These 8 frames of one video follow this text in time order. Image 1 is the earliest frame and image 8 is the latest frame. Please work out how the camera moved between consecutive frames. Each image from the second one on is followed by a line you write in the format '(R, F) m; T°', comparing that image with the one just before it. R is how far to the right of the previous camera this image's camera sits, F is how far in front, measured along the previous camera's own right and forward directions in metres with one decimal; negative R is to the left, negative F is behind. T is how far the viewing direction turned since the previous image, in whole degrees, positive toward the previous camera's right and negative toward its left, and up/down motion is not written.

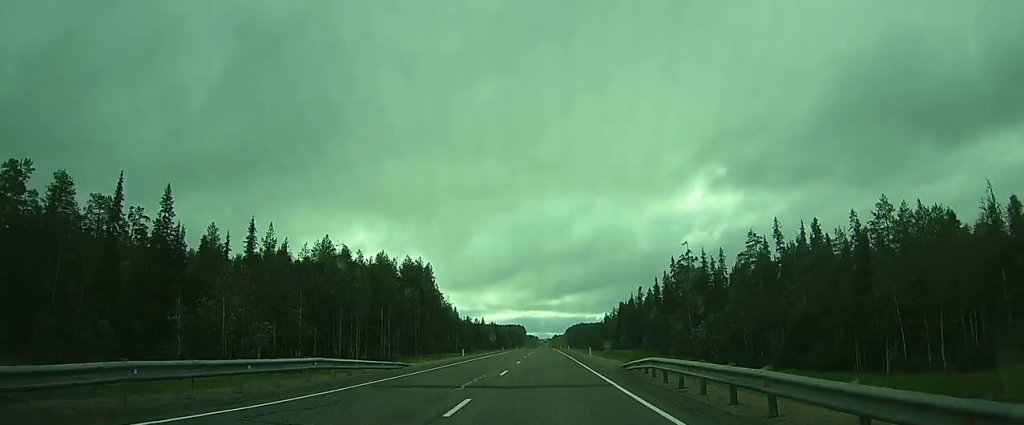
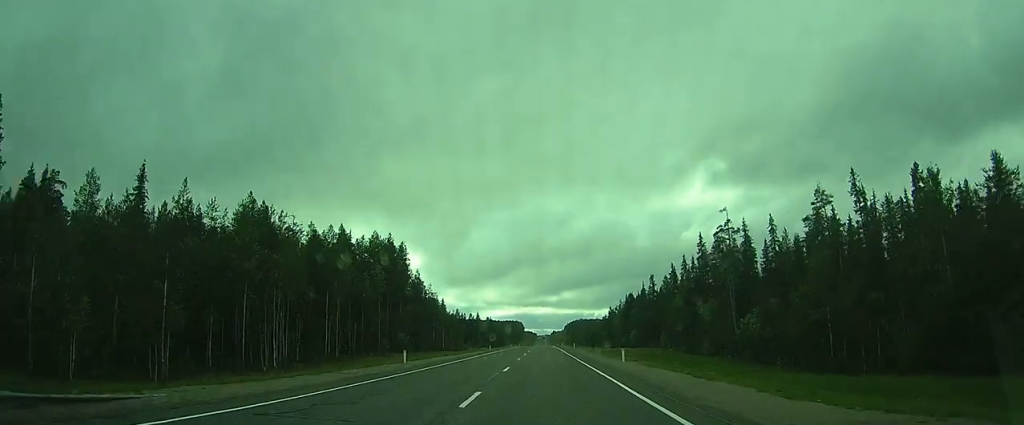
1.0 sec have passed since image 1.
(-0.2, +24.3) m; -1°
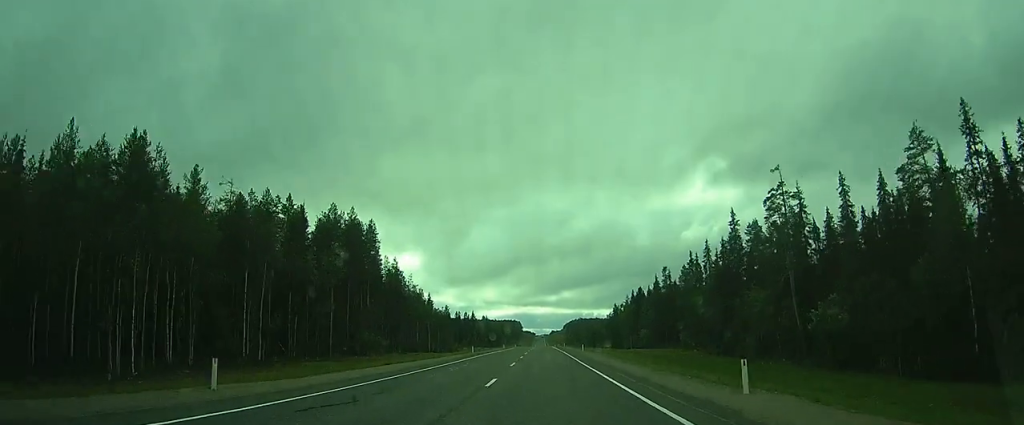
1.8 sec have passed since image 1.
(0.0, +20.2) m; 0°
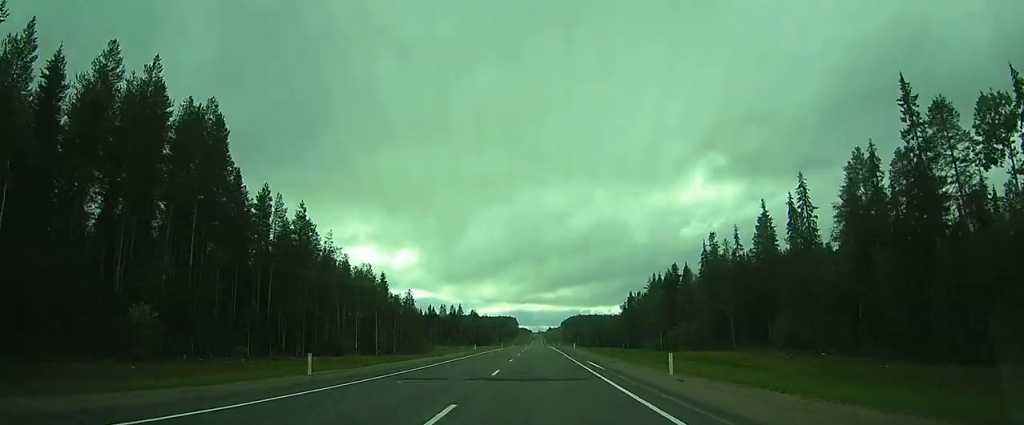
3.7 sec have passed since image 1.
(0.0, +46.1) m; 0°
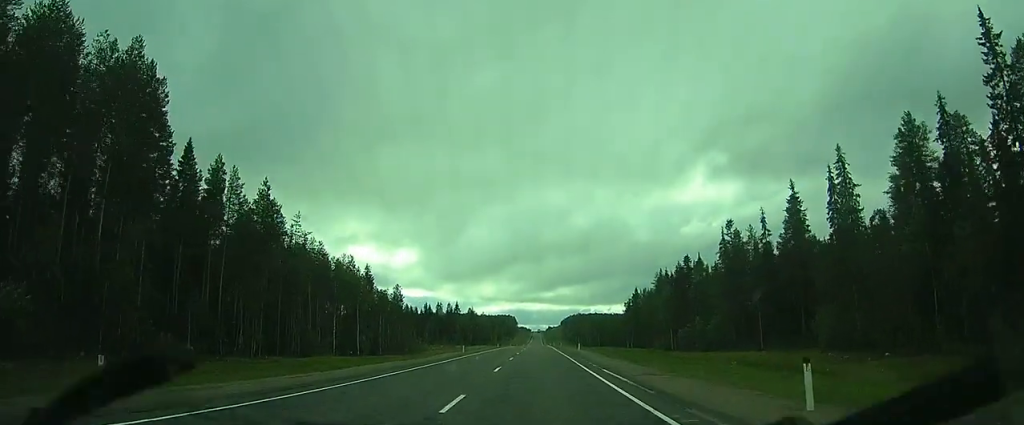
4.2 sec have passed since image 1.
(+0.1, +10.5) m; 0°
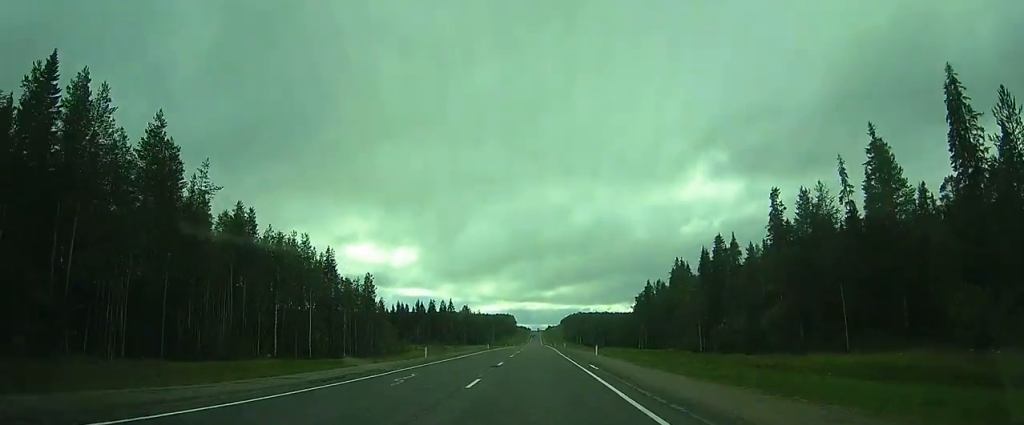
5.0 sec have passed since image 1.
(0.0, +20.2) m; 0°
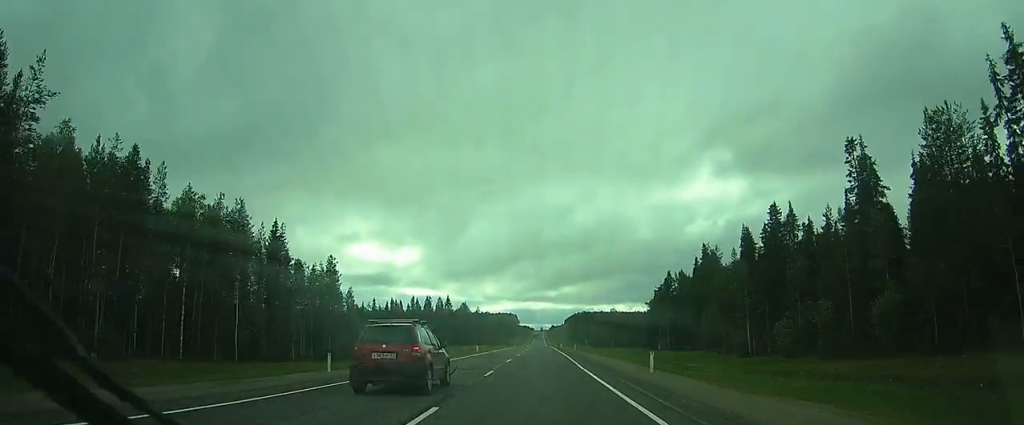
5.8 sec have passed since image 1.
(-0.1, +20.2) m; 0°
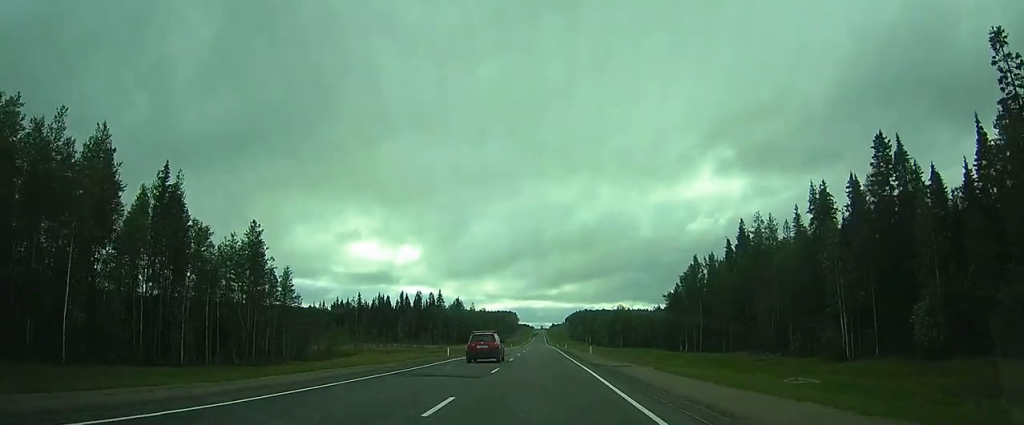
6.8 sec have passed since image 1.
(-0.1, +23.4) m; 0°
